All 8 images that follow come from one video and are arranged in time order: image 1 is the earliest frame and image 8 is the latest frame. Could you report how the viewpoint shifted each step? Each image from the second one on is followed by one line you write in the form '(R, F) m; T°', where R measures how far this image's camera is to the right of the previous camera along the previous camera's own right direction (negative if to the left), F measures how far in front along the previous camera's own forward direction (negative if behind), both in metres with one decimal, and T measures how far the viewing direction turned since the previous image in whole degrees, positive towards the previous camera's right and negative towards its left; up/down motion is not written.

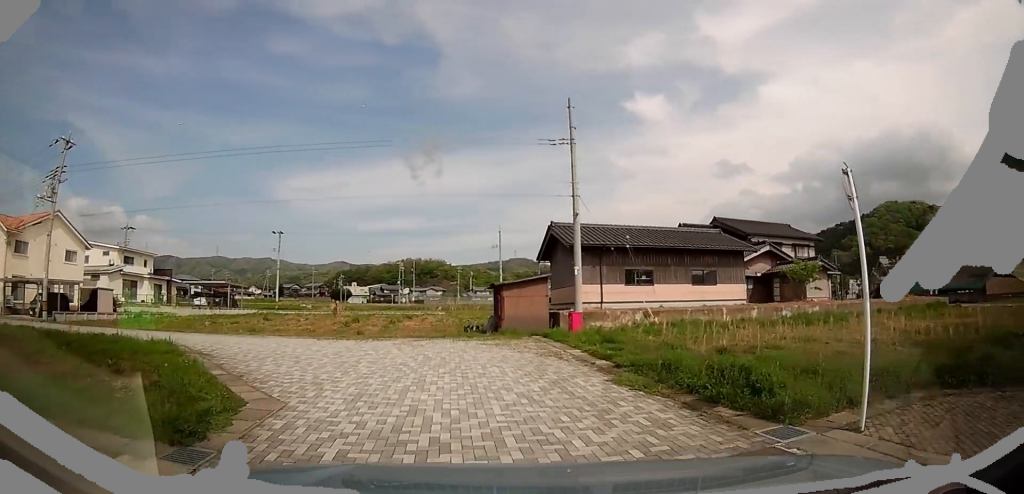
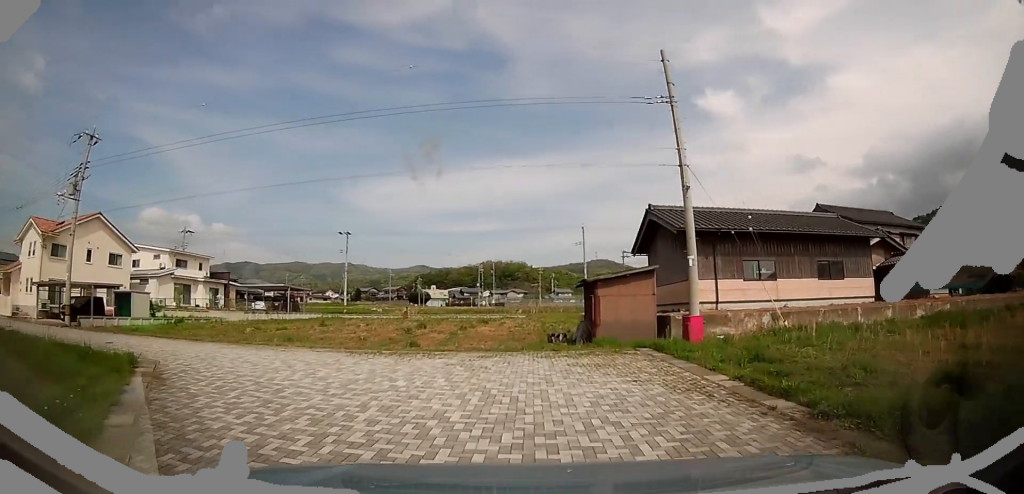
(0.0, +4.2) m; -4°
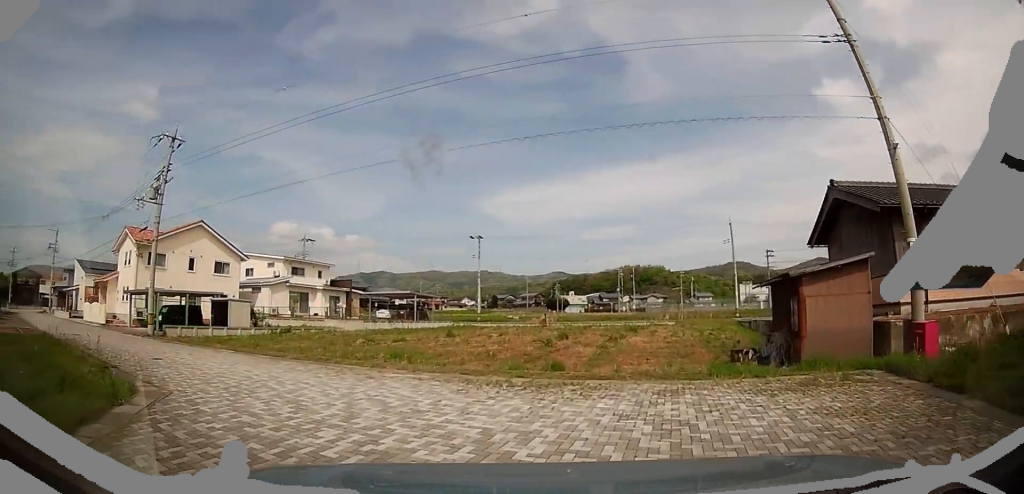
(-0.3, +4.3) m; -17°
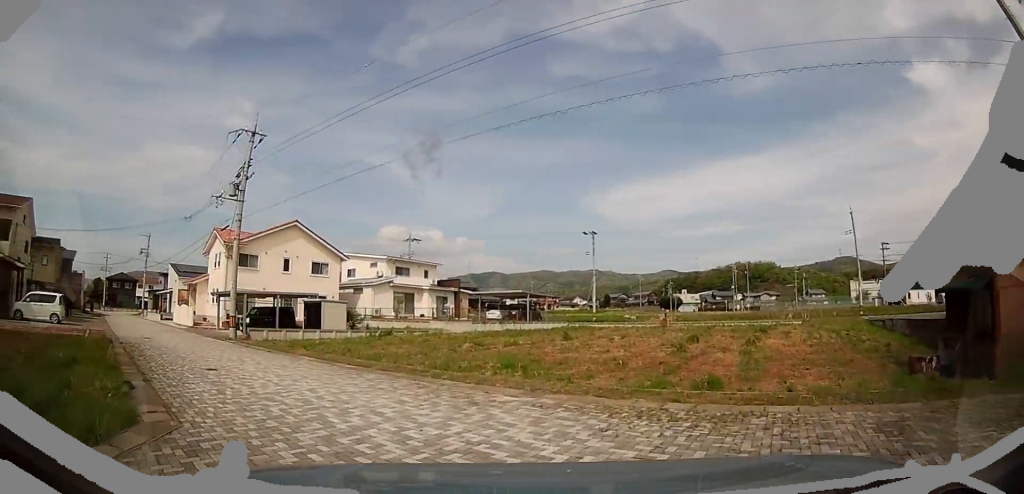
(-0.6, +3.0) m; -26°
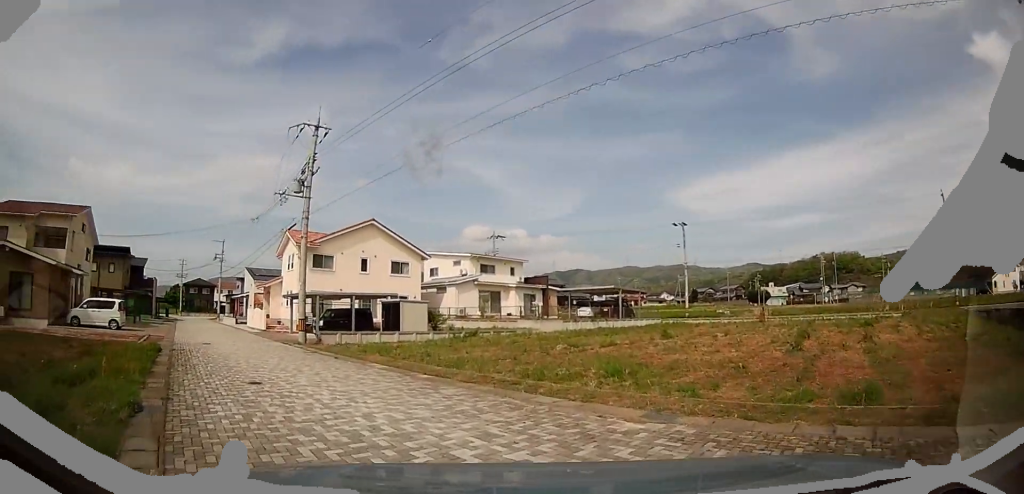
(0.0, +2.0) m; -18°
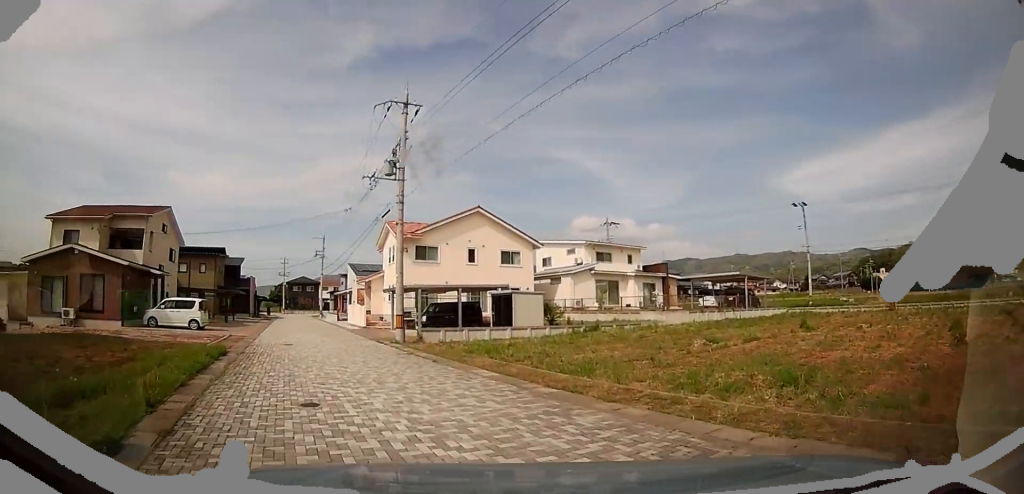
(-1.3, +2.7) m; -17°
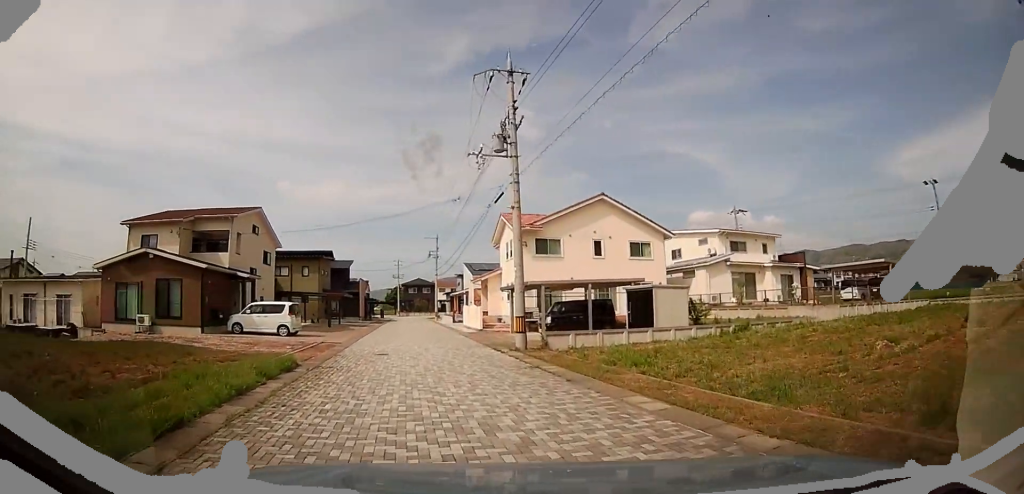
(-0.5, +3.2) m; -8°
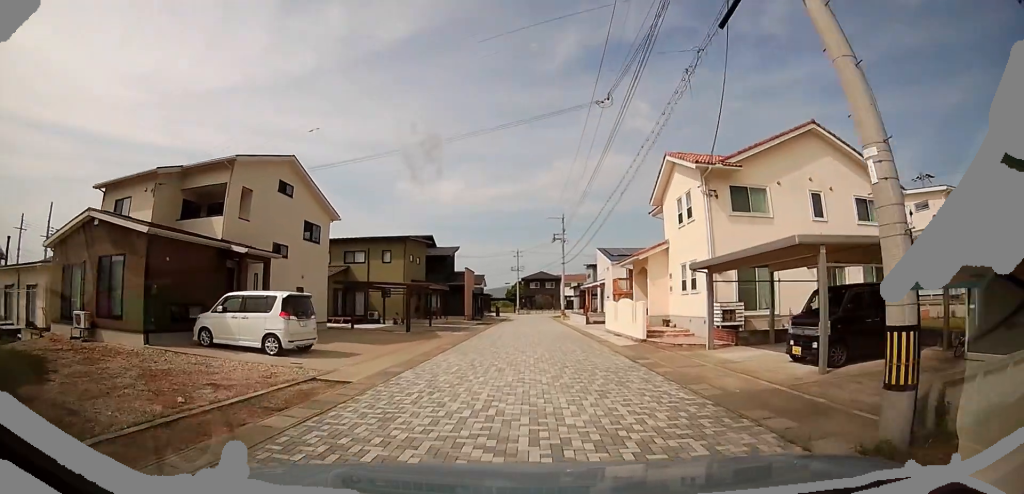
(0.0, +11.2) m; 0°
